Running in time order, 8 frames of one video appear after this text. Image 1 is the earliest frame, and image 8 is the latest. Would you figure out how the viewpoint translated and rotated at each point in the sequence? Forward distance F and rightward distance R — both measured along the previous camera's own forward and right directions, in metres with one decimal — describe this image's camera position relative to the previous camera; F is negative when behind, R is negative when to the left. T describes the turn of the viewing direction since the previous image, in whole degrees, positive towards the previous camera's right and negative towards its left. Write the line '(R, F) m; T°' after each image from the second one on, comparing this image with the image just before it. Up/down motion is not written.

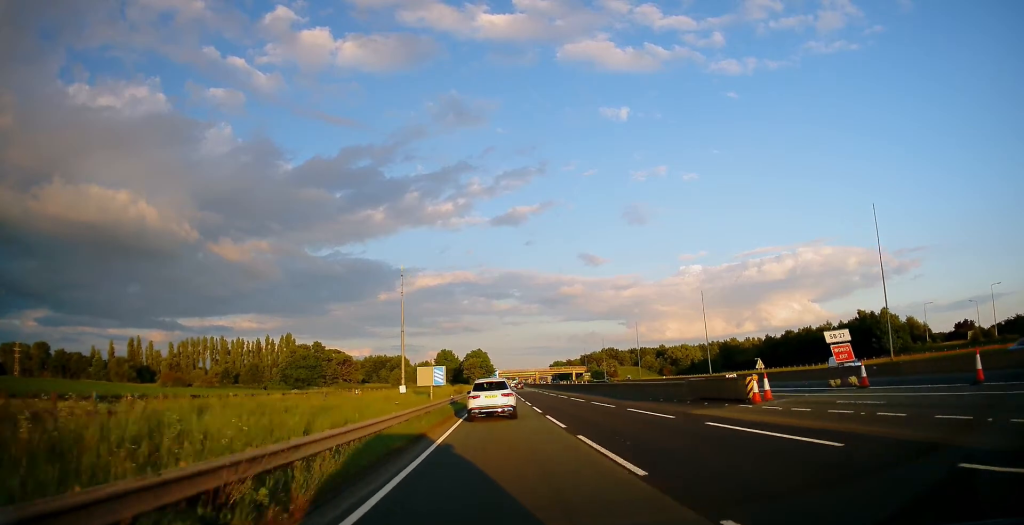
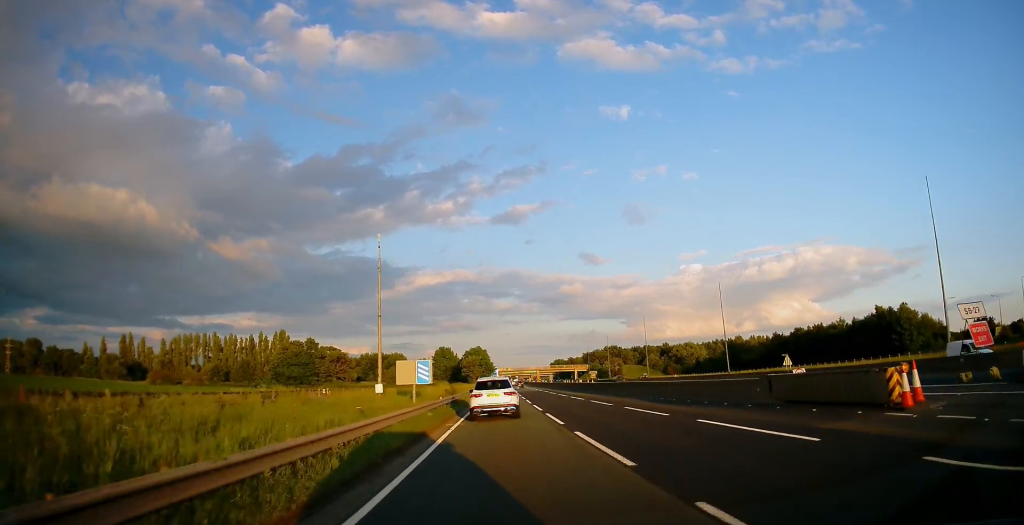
(0.0, +8.7) m; 0°
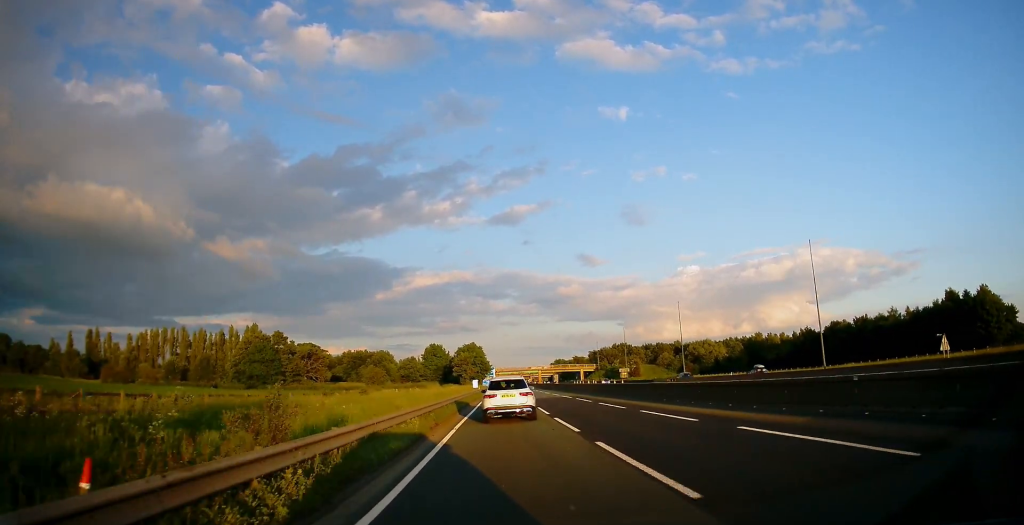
(+0.2, +30.0) m; 0°
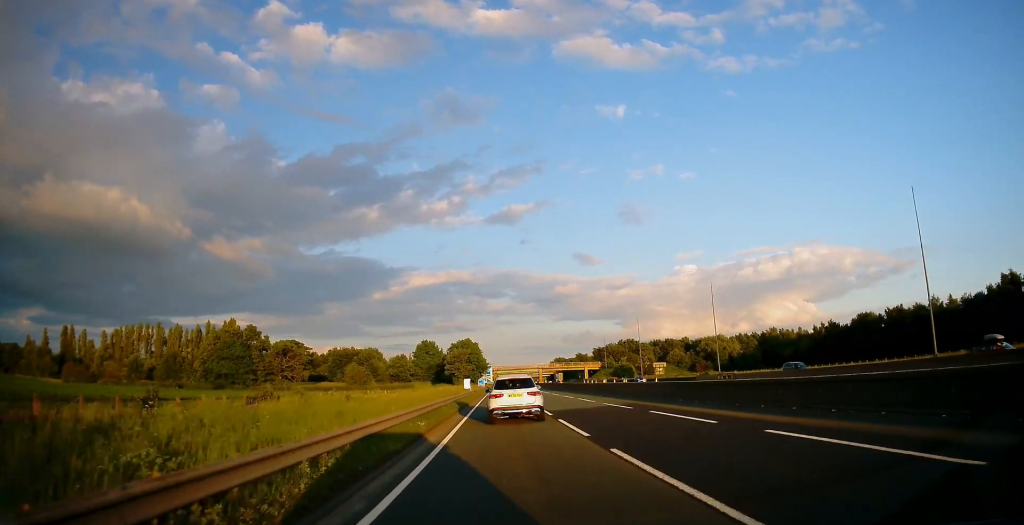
(0.0, +19.8) m; 0°
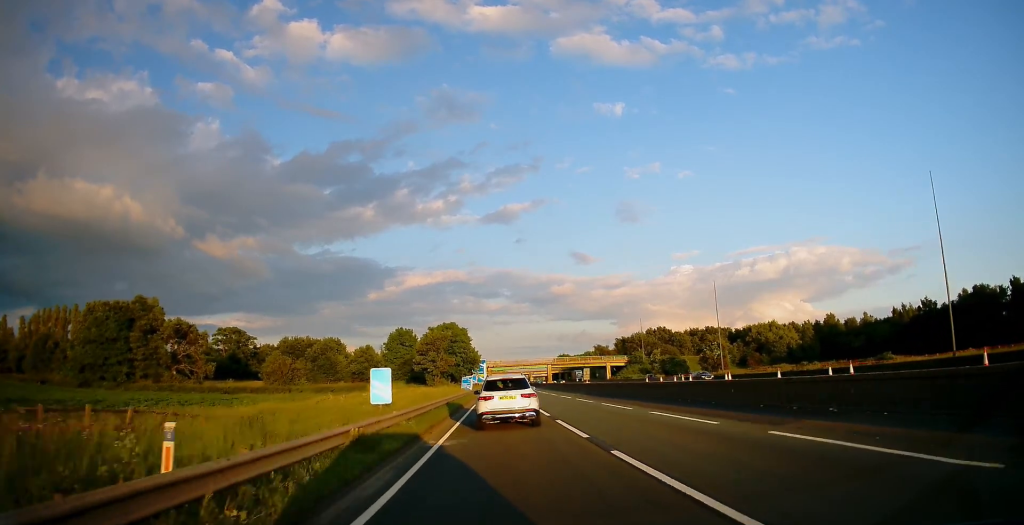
(+0.8, +55.4) m; +1°
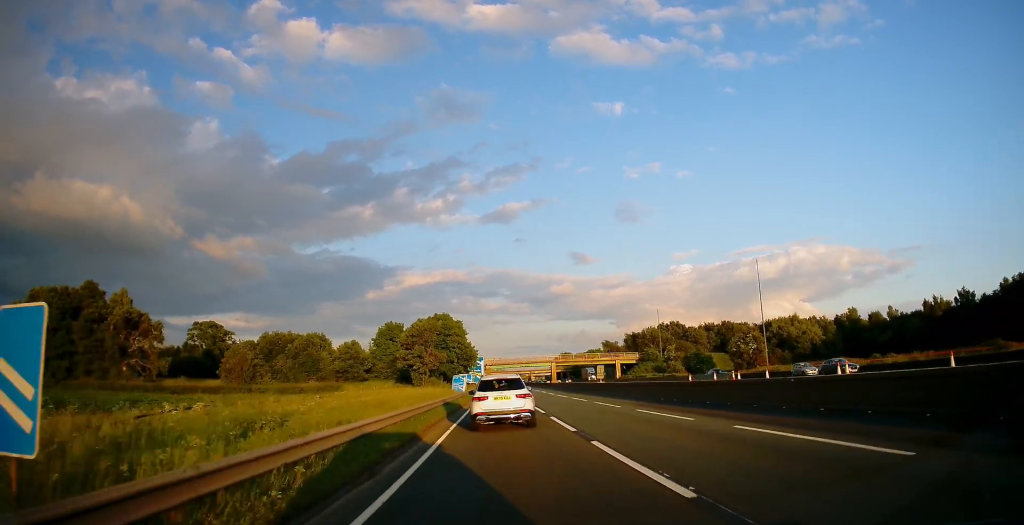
(-0.1, +16.5) m; 0°
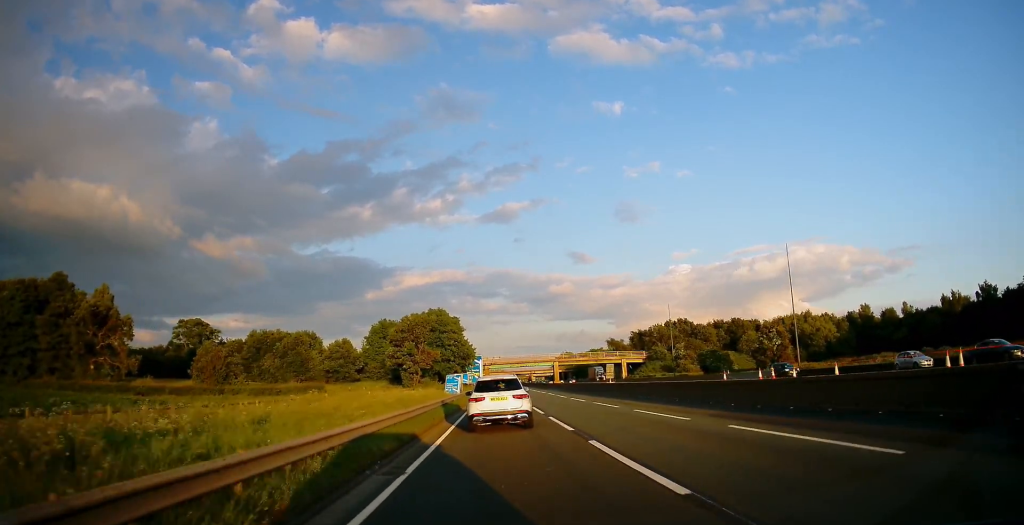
(0.0, +8.8) m; +1°
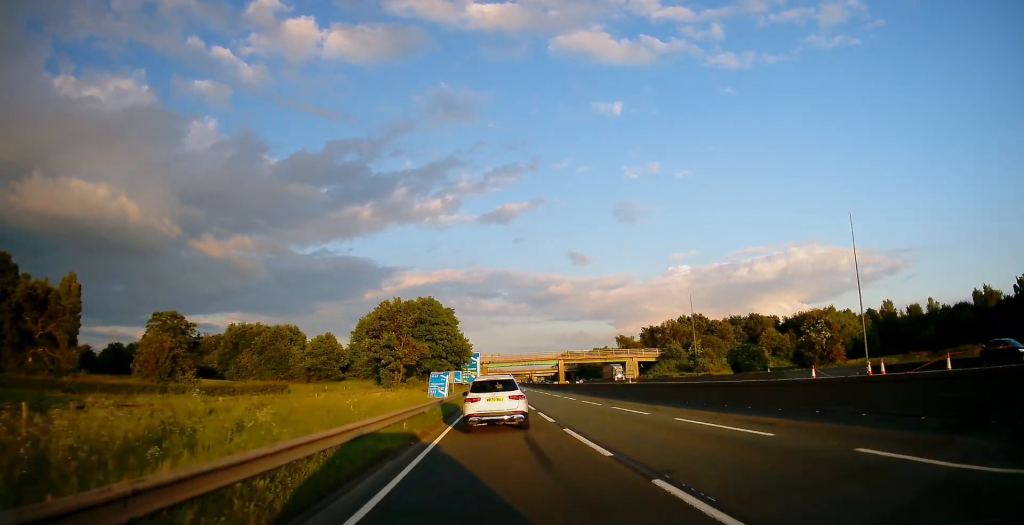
(0.0, +14.0) m; +1°
